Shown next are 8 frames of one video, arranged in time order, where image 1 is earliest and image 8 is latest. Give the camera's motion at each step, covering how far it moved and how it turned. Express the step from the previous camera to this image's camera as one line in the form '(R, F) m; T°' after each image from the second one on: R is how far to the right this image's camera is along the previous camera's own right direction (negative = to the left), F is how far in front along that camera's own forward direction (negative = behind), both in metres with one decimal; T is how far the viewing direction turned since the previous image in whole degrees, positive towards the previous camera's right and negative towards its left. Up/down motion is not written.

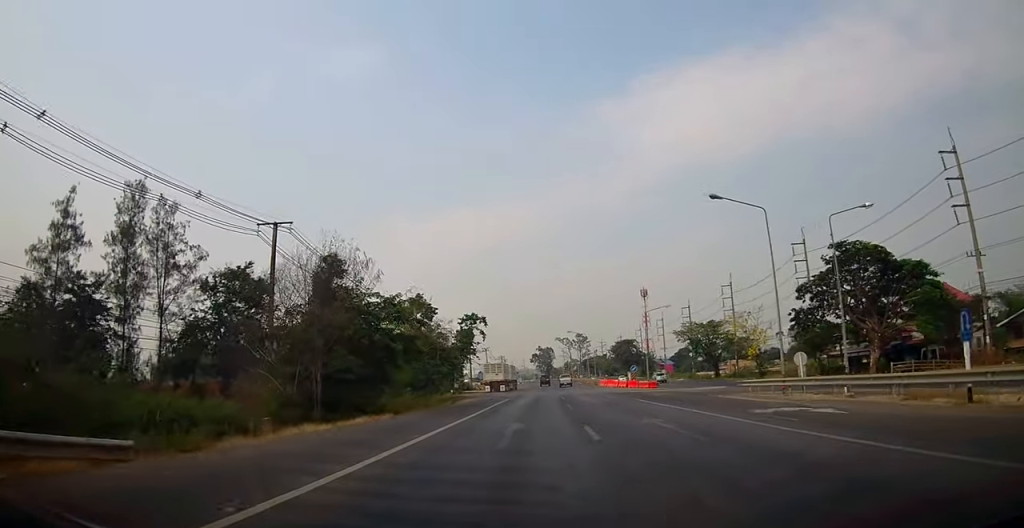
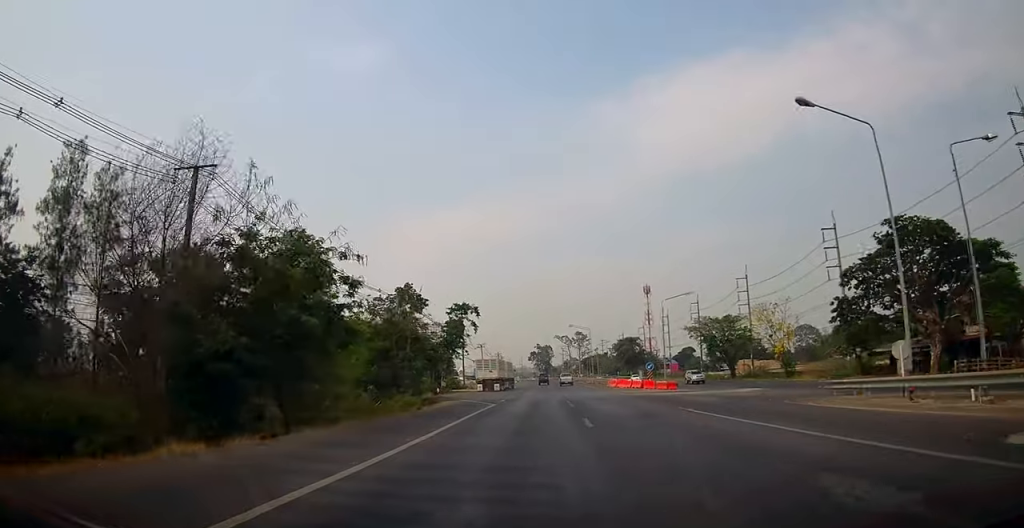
(+0.1, +9.6) m; 0°
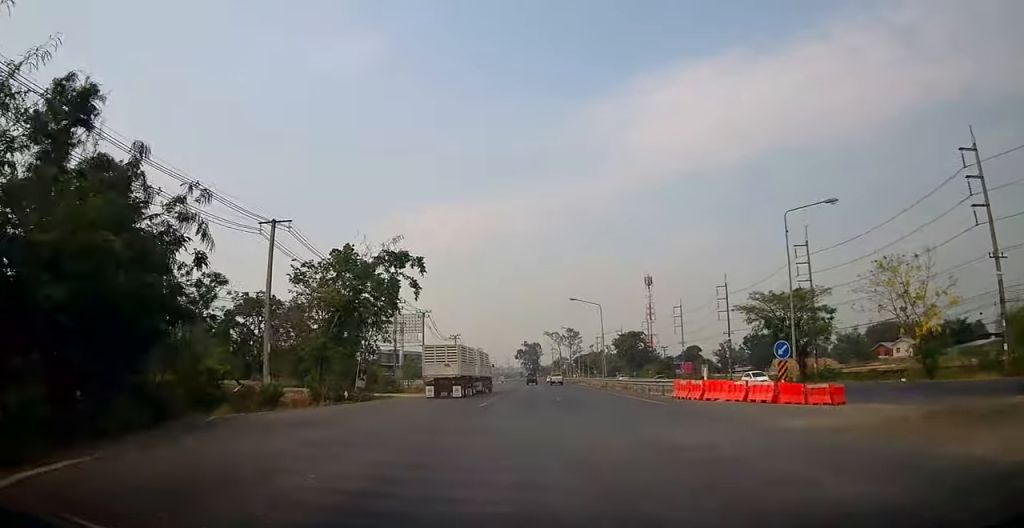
(-0.7, +30.5) m; -2°
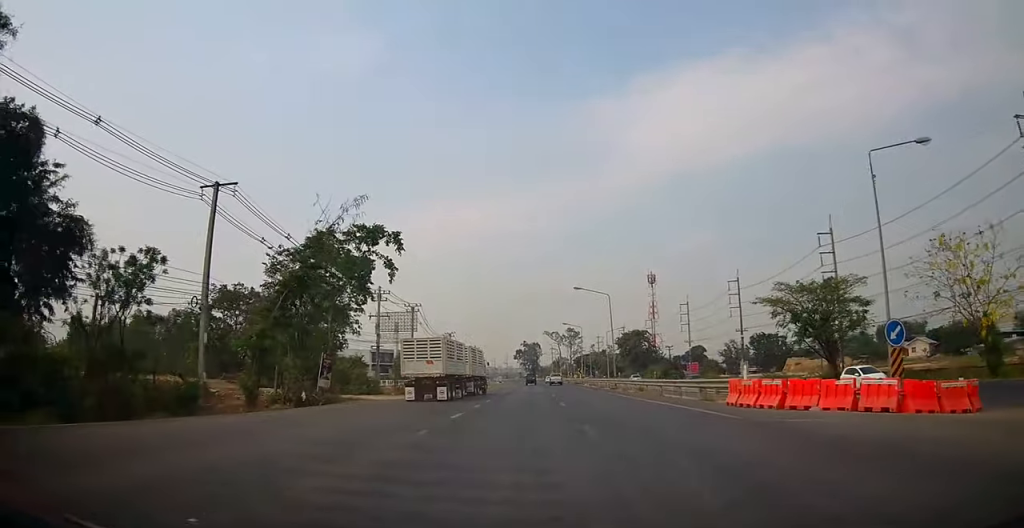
(0.0, +7.5) m; 0°
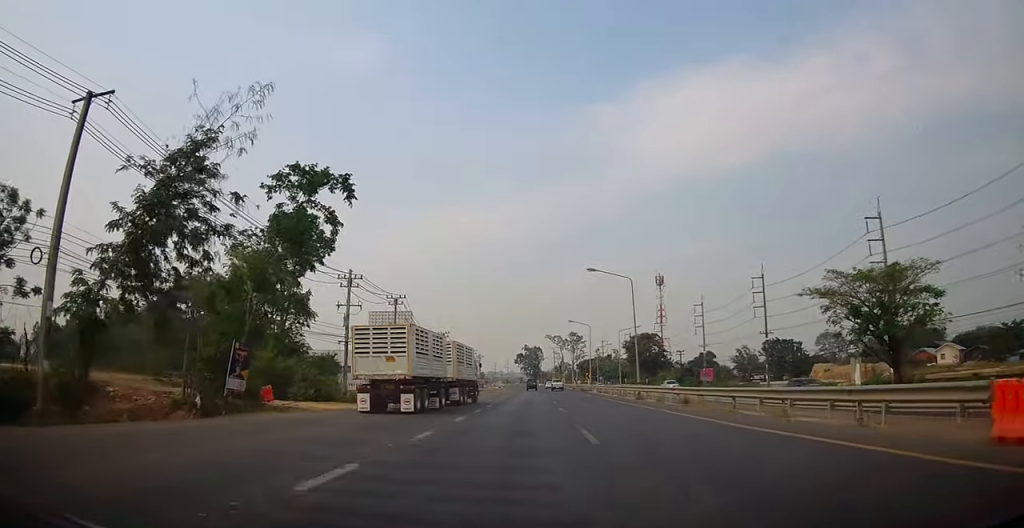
(+0.1, +11.1) m; +1°
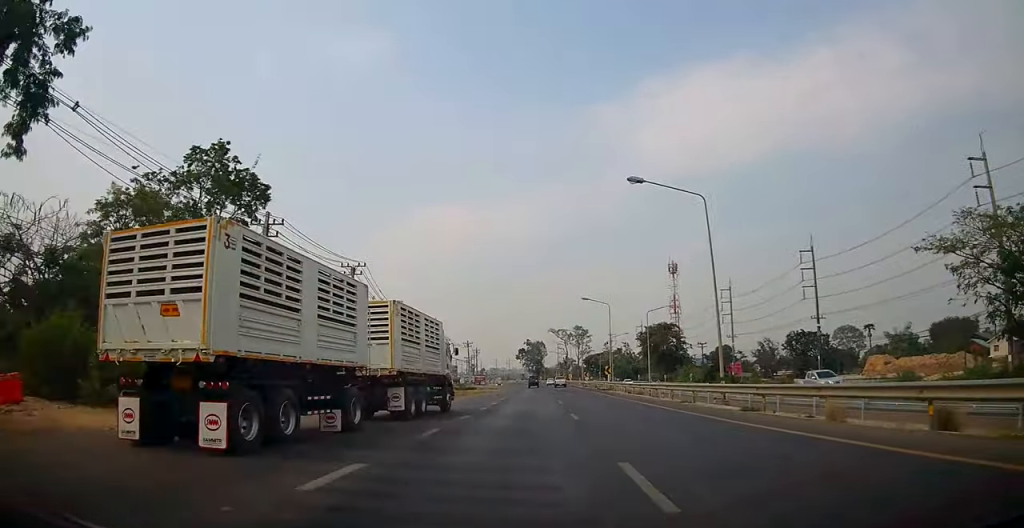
(+0.1, +17.6) m; 0°
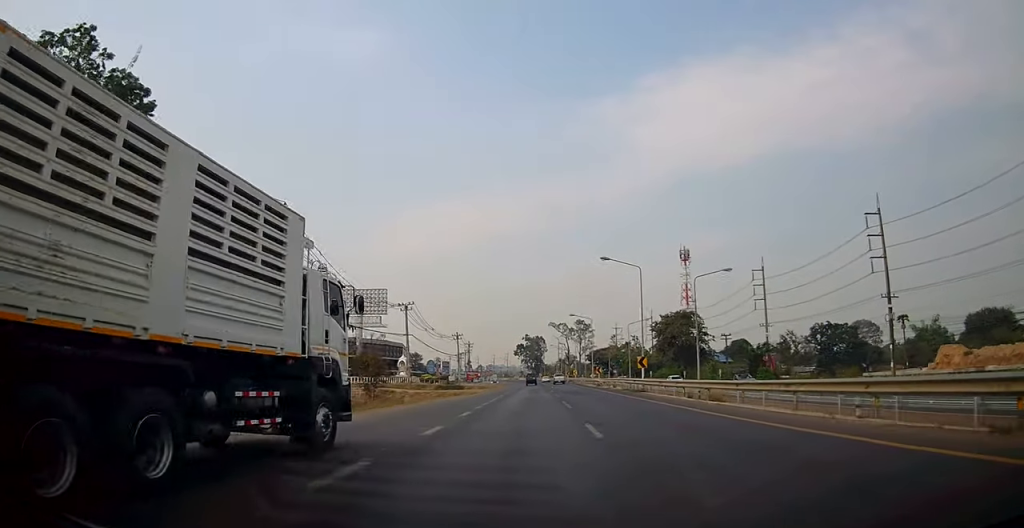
(-0.1, +17.6) m; -1°
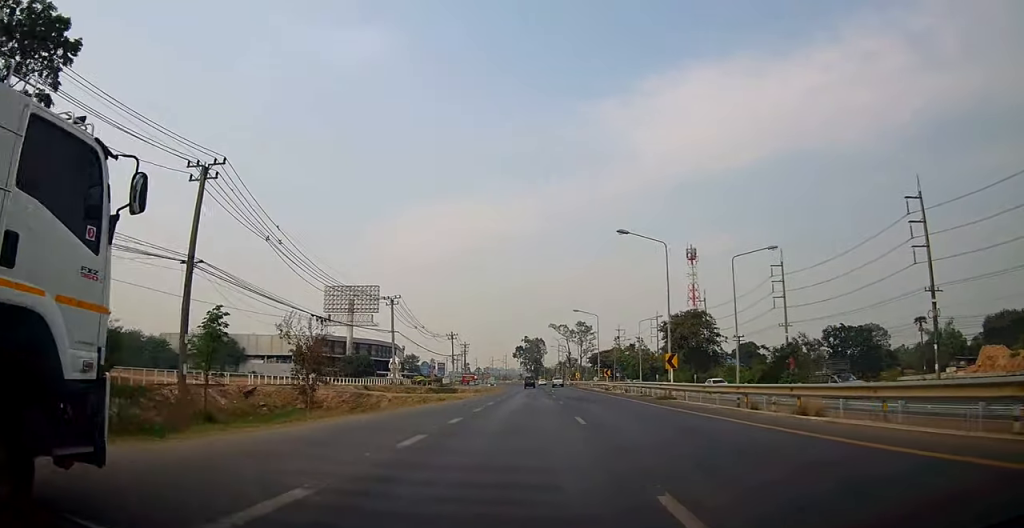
(0.0, +8.0) m; +1°
